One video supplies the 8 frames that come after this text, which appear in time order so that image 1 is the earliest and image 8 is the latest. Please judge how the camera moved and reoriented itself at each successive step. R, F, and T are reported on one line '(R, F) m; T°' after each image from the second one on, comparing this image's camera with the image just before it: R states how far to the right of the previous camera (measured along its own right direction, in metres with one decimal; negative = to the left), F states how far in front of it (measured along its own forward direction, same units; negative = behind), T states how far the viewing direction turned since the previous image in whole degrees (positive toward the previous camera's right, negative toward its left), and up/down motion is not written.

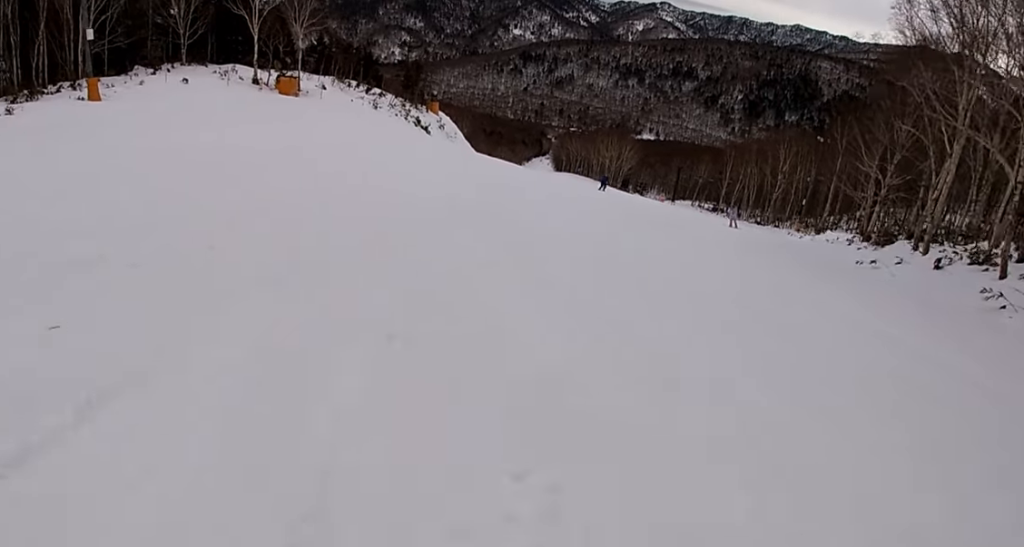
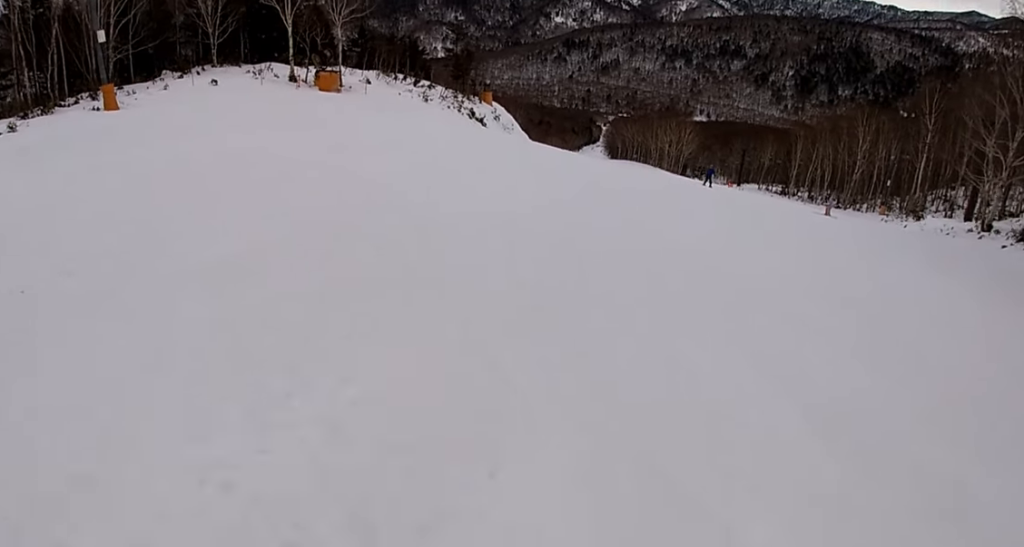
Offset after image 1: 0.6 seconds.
(-1.3, +4.9) m; -7°
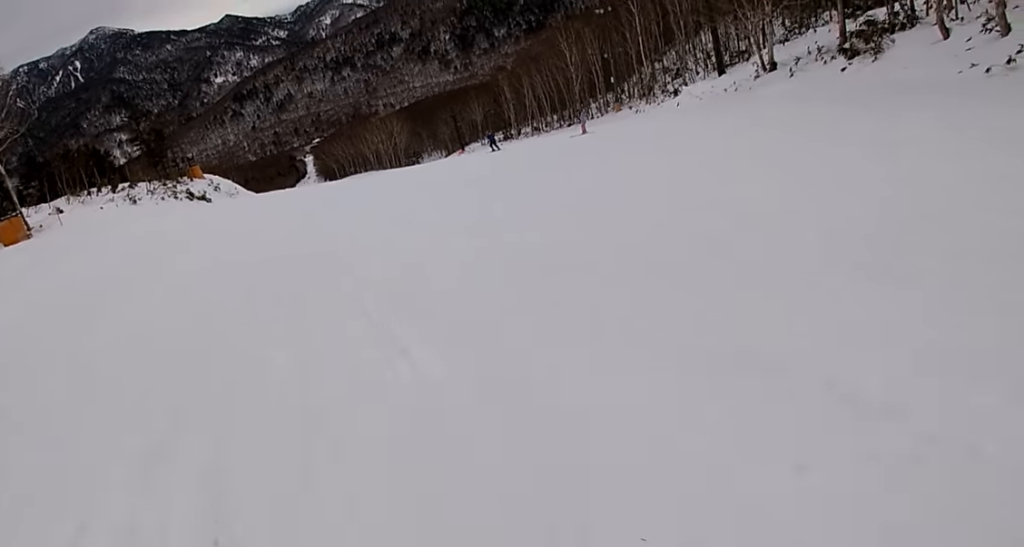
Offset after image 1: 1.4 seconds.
(+0.4, +7.6) m; +11°
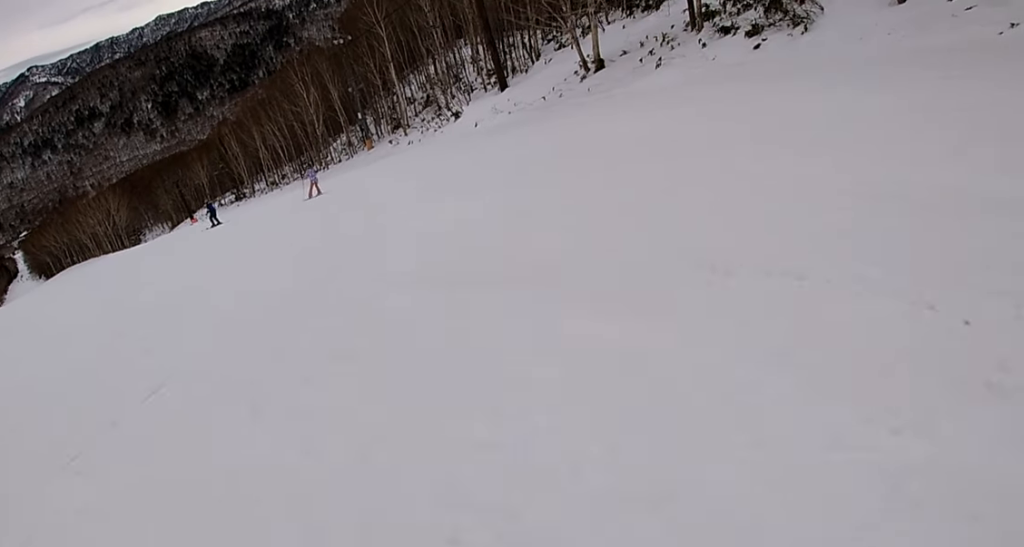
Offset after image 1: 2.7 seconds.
(+2.2, +11.0) m; +21°
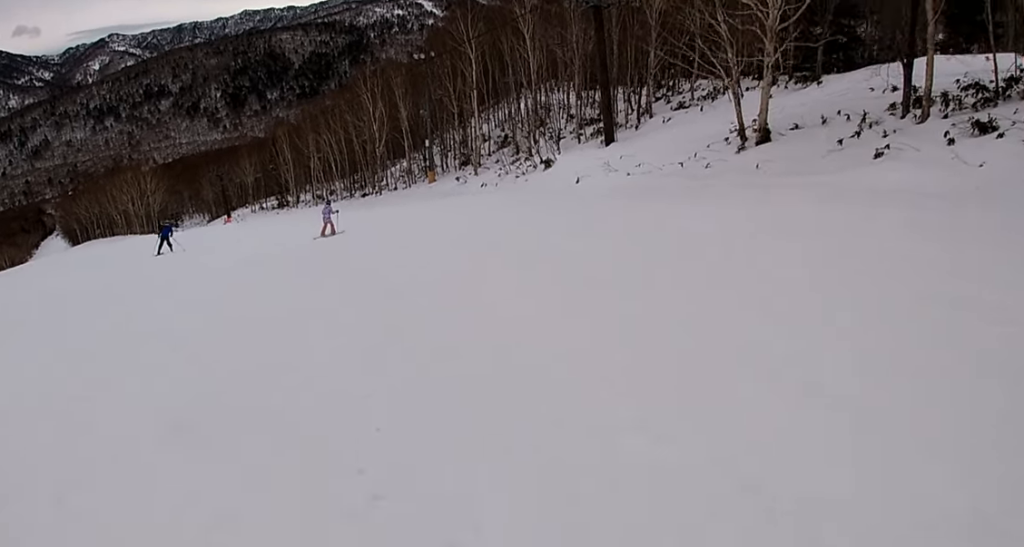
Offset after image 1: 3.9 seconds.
(+0.9, +9.5) m; +5°
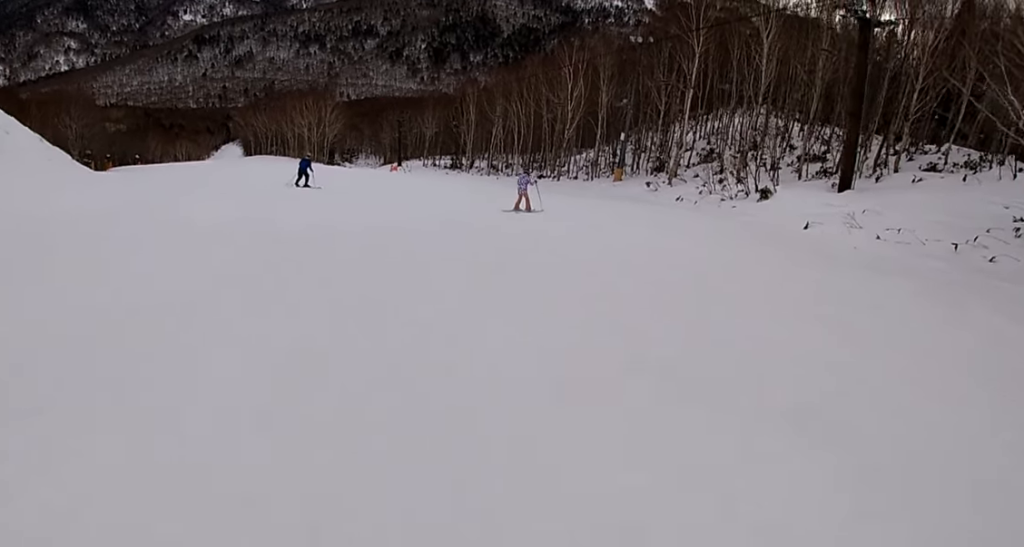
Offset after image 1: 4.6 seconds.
(+0.2, +5.6) m; -5°
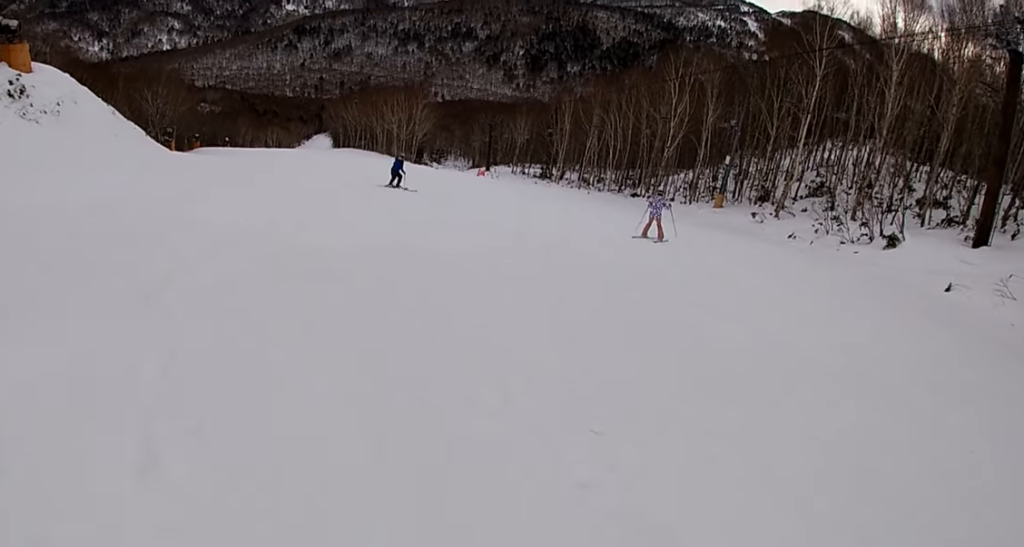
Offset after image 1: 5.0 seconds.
(-0.3, +3.0) m; -5°
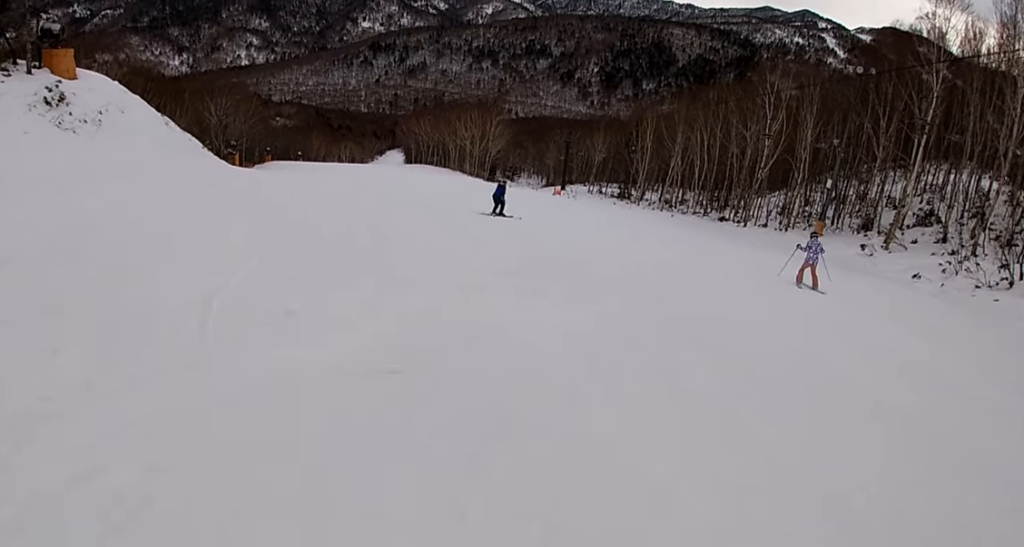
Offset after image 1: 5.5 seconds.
(-0.2, +3.6) m; -7°
